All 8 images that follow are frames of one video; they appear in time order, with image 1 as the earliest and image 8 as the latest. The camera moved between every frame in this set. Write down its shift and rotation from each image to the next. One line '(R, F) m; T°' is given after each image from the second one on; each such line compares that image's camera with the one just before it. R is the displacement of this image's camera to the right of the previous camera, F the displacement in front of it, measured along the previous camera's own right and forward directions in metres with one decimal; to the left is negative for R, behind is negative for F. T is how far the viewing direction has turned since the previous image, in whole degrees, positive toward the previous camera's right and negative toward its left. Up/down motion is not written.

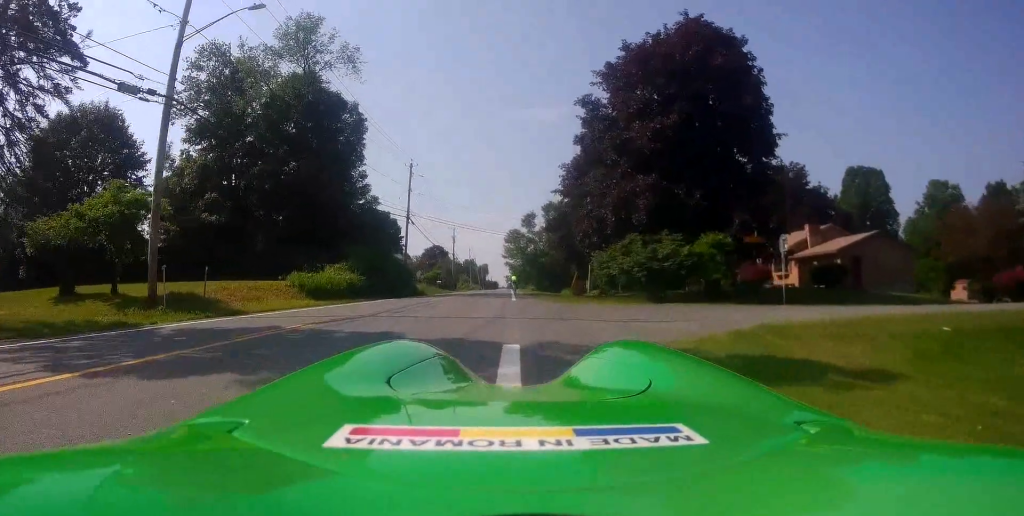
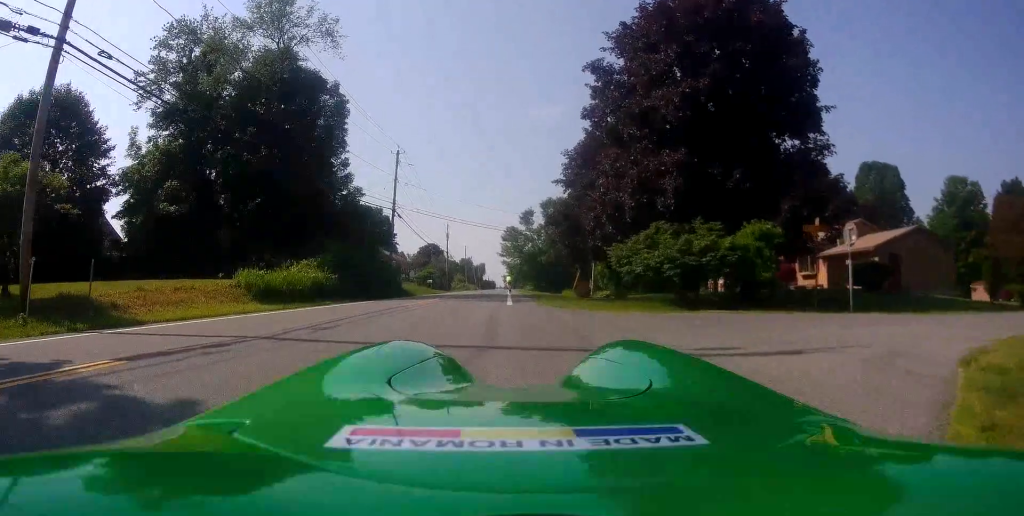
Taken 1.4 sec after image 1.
(-0.8, +6.1) m; -5°
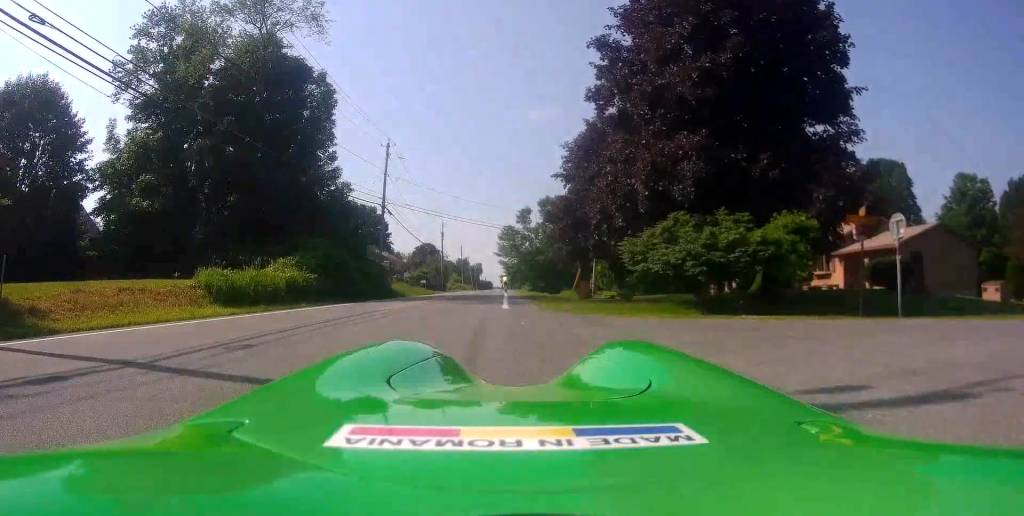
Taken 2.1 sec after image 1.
(0.0, +3.4) m; +6°
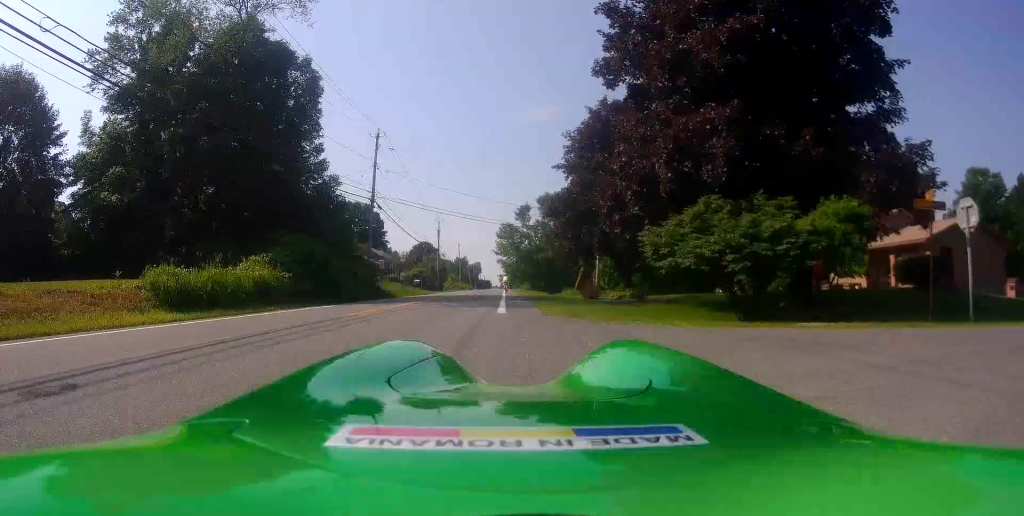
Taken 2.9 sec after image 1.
(+0.3, +3.5) m; 0°
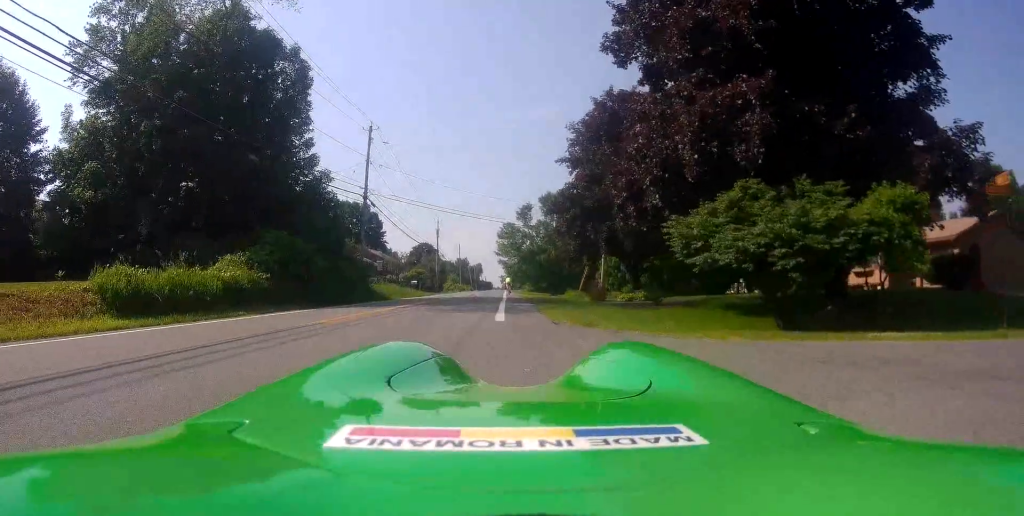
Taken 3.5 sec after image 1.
(-0.1, +2.7) m; 0°
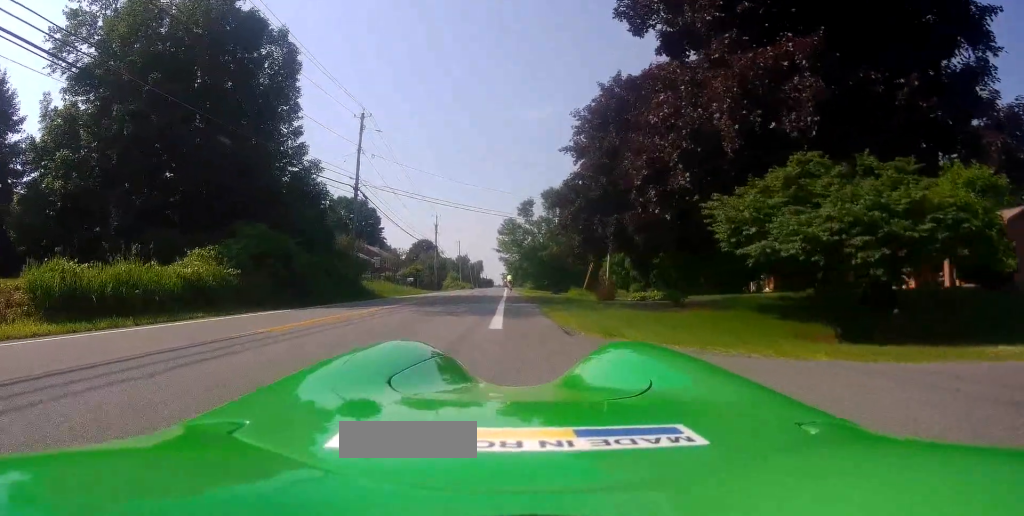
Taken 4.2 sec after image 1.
(-0.2, +2.8) m; +1°
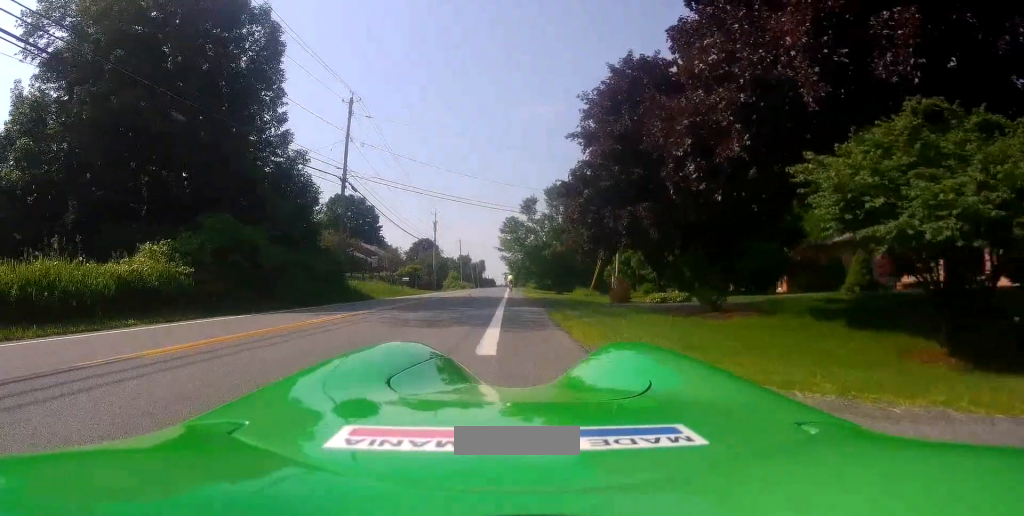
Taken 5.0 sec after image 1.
(+0.3, +3.6) m; +5°
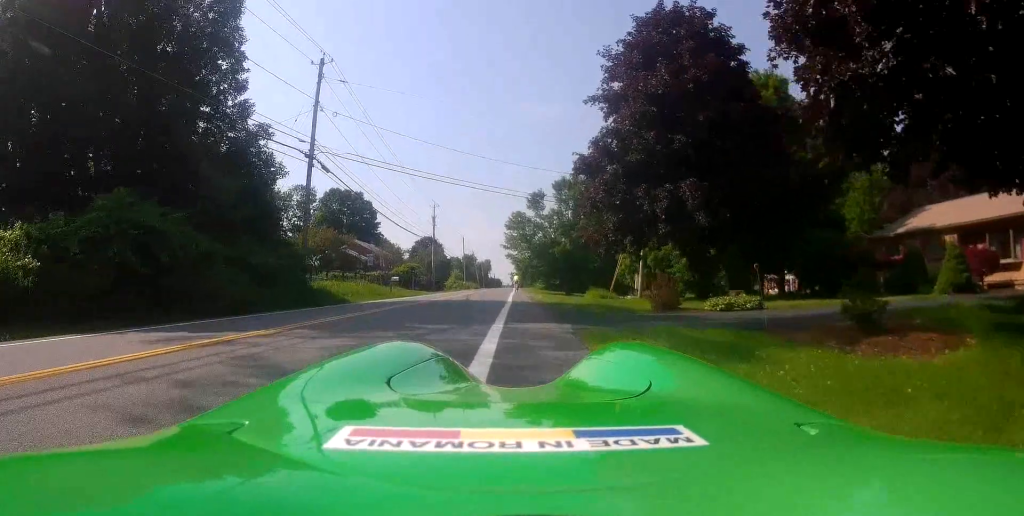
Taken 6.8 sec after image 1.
(-0.4, +6.8) m; -5°
